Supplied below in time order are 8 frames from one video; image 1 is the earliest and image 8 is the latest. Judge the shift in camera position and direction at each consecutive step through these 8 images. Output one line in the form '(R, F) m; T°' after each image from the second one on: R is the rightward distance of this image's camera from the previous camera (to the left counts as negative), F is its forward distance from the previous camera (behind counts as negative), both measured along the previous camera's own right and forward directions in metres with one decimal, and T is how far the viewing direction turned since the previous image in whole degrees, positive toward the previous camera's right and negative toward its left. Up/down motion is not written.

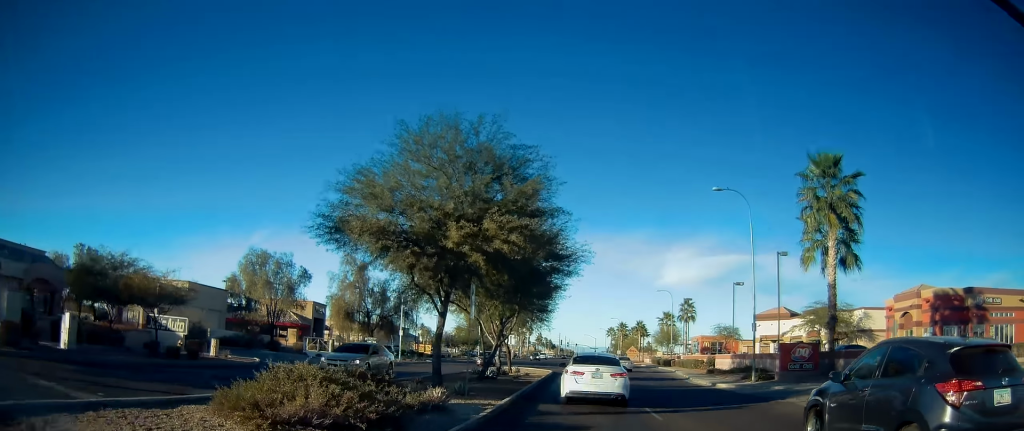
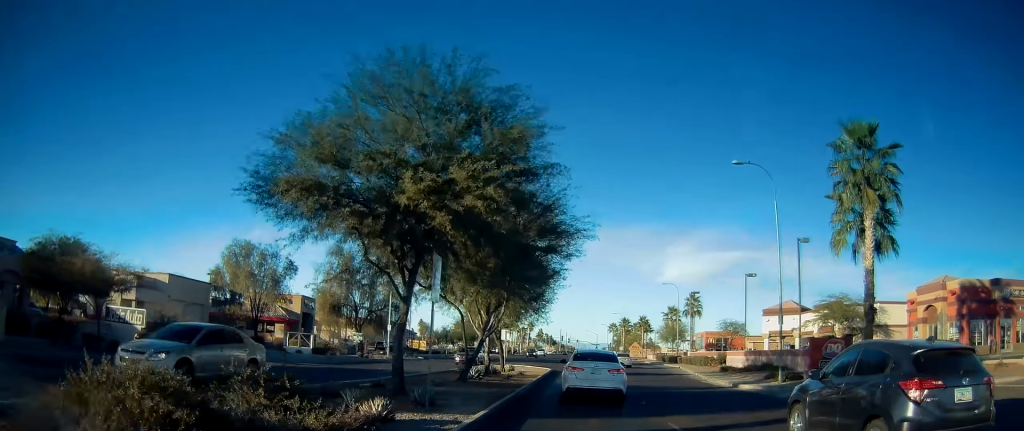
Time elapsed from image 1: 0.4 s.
(+0.1, +4.6) m; 0°
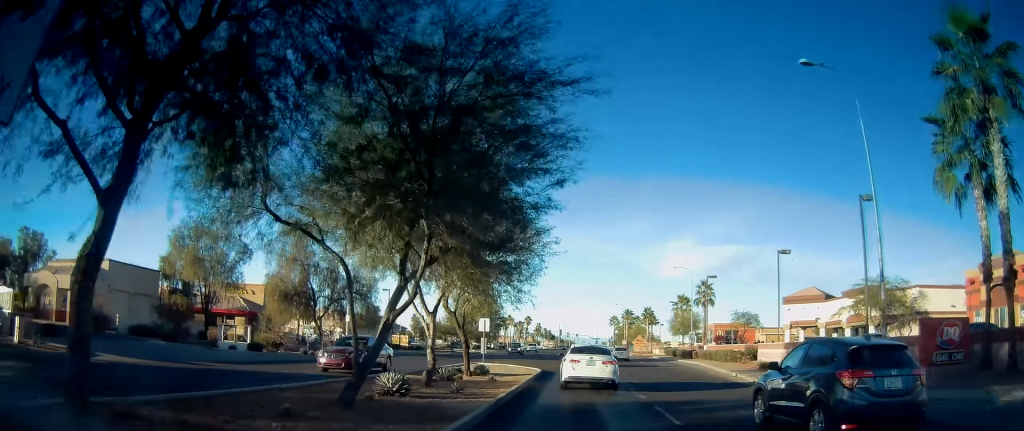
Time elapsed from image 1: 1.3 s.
(-0.5, +11.3) m; 0°
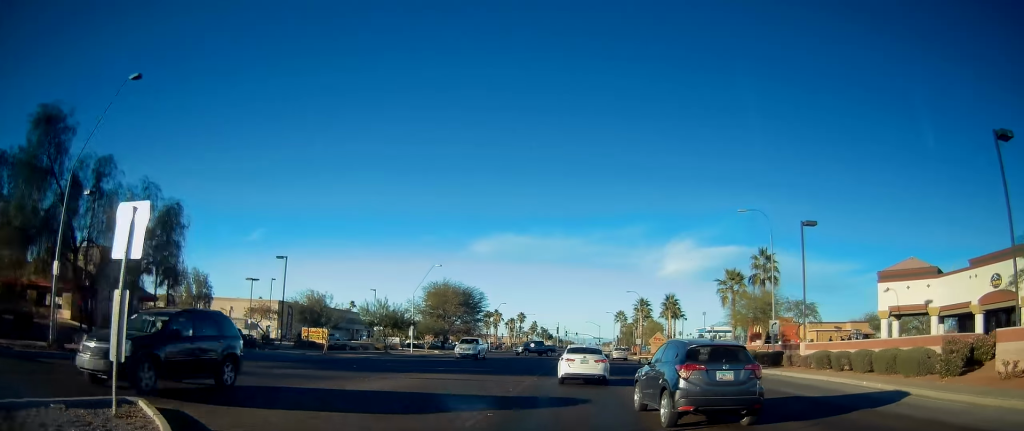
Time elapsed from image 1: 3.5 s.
(+1.6, +32.0) m; +3°
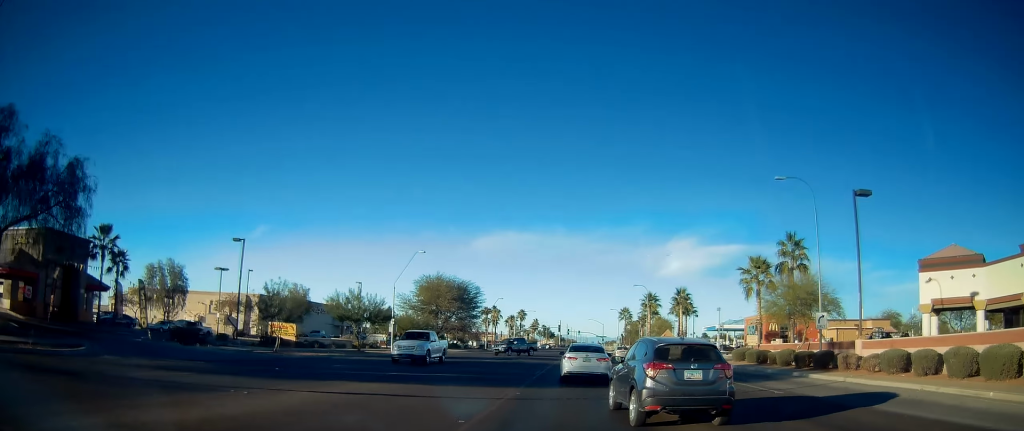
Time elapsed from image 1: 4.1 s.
(0.0, +8.3) m; 0°
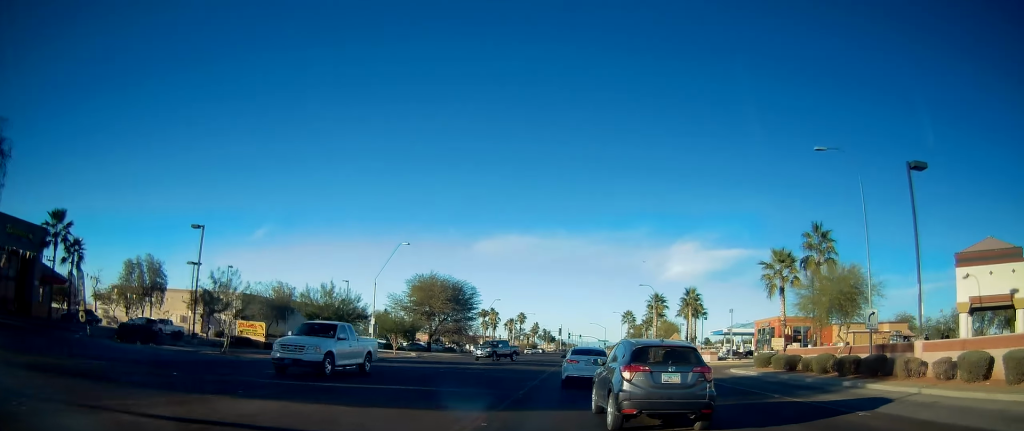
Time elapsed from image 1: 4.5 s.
(0.0, +6.2) m; 0°
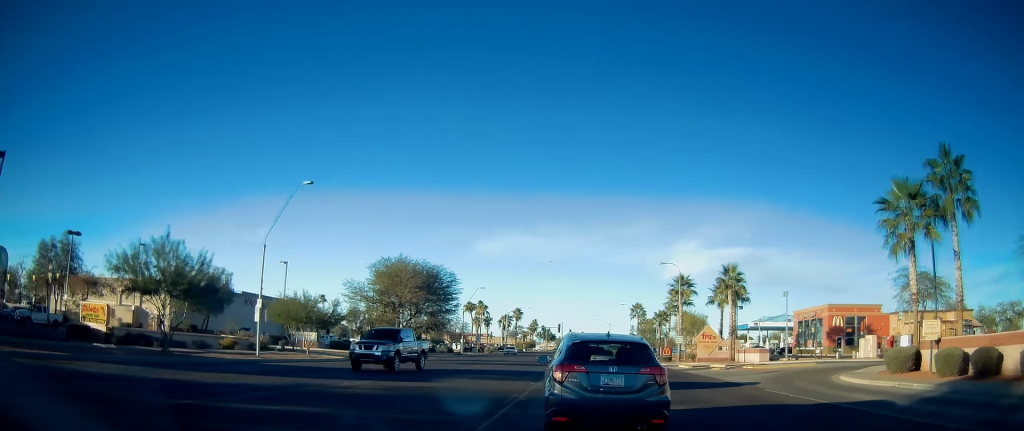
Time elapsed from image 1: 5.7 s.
(0.0, +20.0) m; 0°
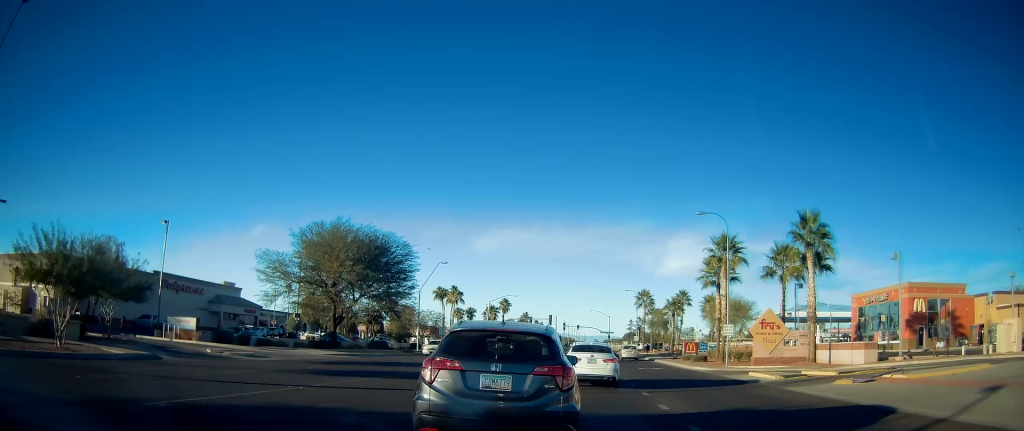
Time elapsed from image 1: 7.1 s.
(0.0, +22.1) m; 0°
